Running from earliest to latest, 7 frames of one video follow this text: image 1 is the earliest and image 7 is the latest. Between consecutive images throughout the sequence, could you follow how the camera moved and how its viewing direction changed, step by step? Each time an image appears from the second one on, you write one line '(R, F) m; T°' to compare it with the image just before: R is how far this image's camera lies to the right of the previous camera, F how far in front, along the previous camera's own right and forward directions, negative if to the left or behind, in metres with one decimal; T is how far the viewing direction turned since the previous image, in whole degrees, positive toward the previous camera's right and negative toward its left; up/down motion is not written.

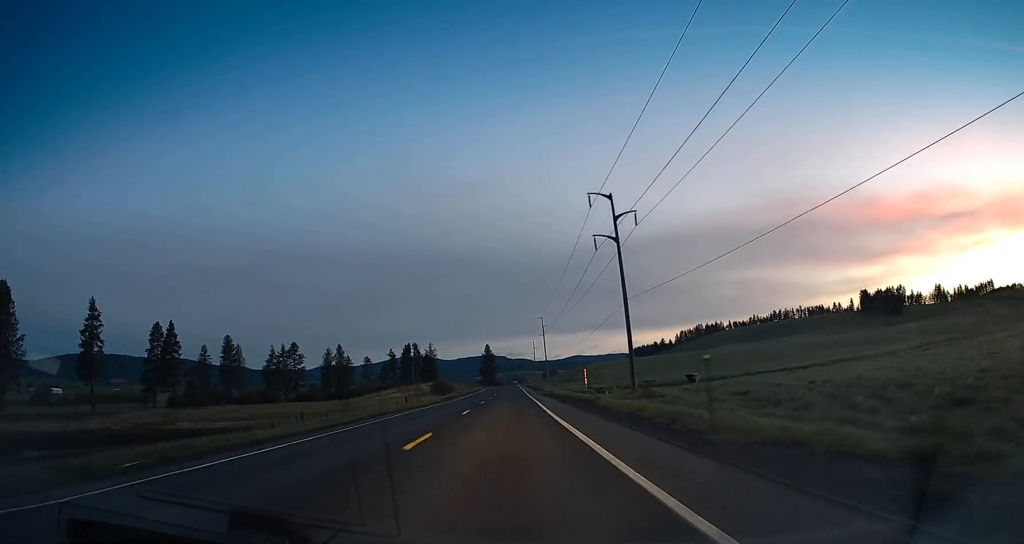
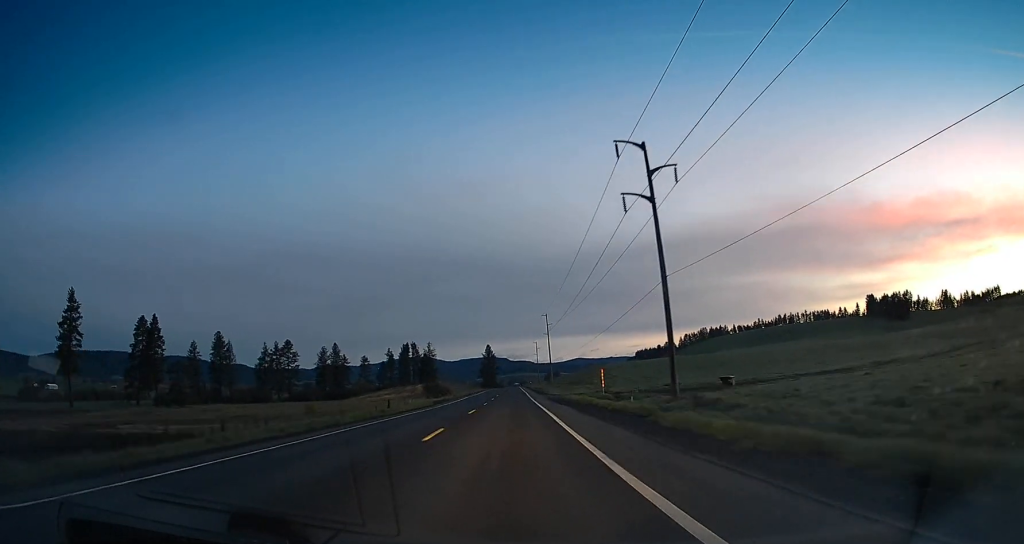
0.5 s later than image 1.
(+0.1, +12.5) m; 0°
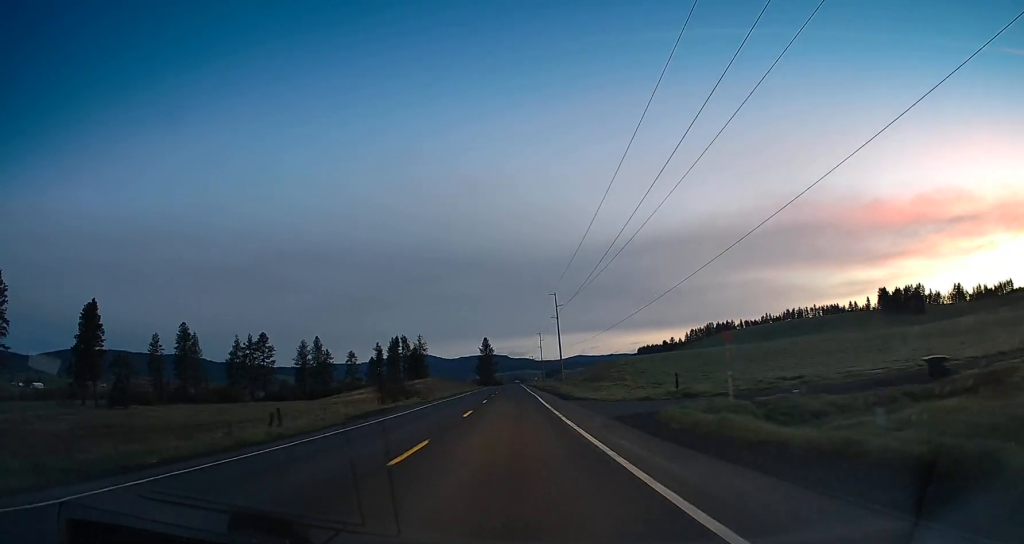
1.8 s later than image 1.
(+0.3, +34.8) m; 0°
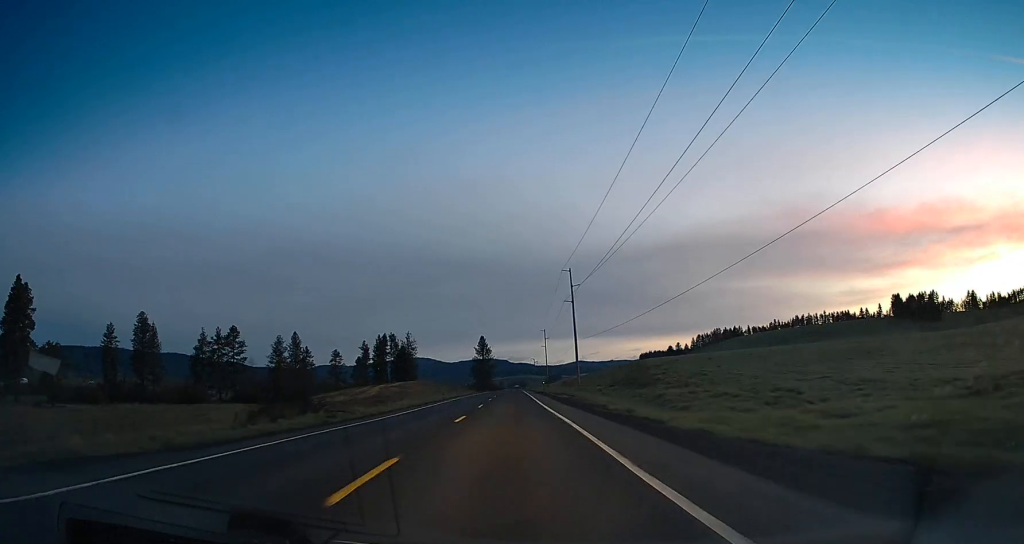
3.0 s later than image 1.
(-0.3, +33.9) m; +1°
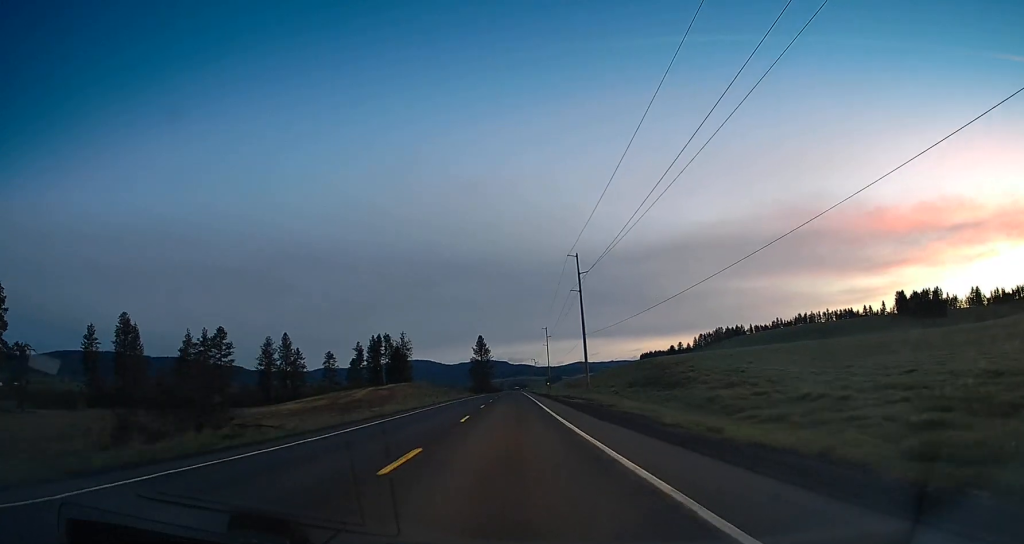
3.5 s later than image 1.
(+0.1, +12.5) m; 0°
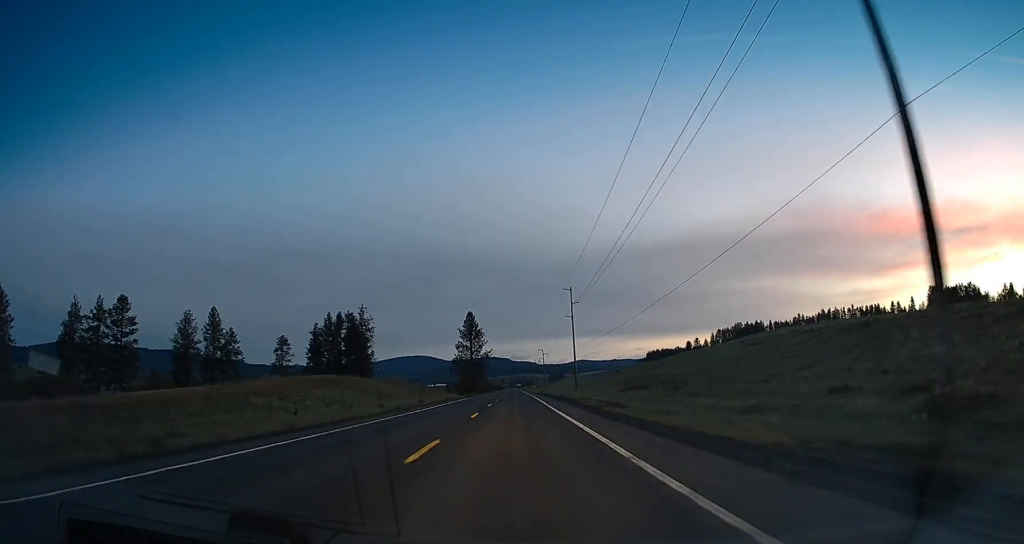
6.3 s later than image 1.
(-0.8, +74.0) m; 0°
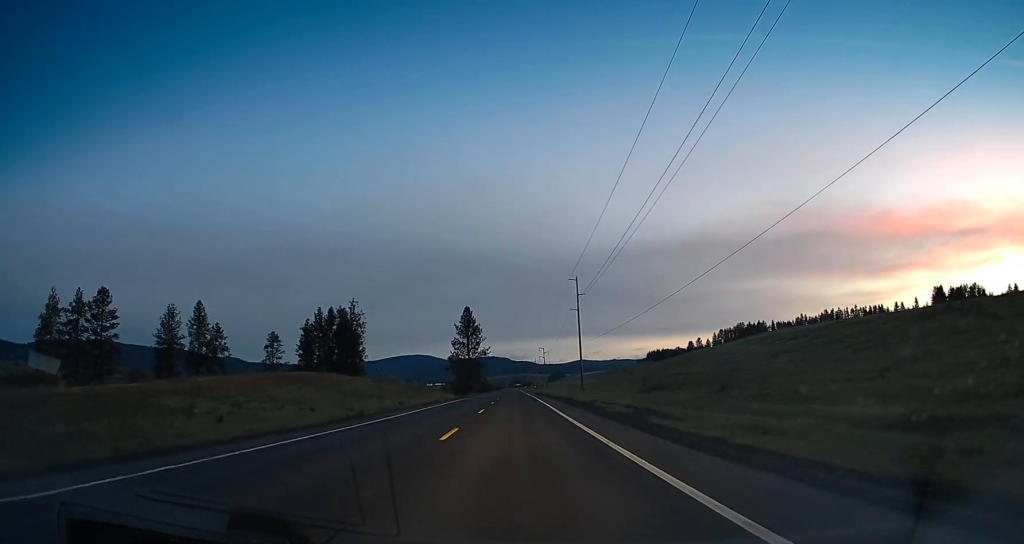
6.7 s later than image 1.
(+0.2, +10.7) m; 0°
